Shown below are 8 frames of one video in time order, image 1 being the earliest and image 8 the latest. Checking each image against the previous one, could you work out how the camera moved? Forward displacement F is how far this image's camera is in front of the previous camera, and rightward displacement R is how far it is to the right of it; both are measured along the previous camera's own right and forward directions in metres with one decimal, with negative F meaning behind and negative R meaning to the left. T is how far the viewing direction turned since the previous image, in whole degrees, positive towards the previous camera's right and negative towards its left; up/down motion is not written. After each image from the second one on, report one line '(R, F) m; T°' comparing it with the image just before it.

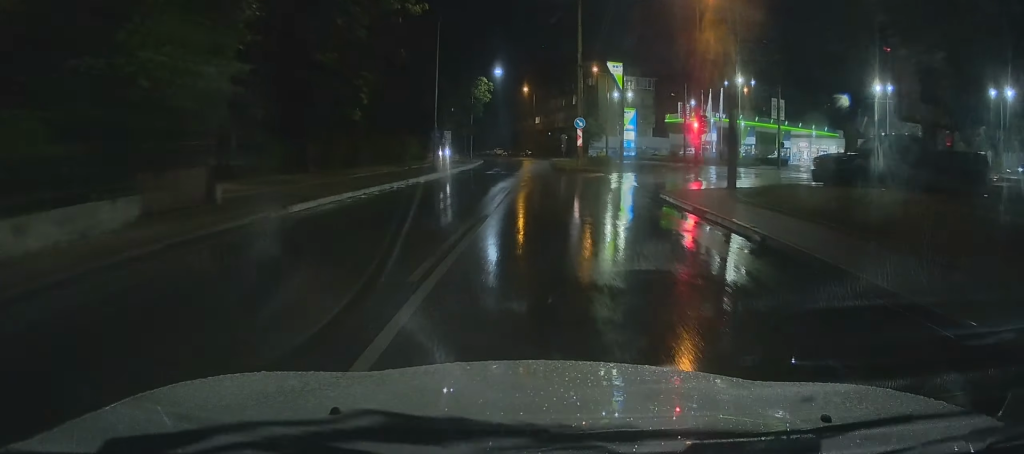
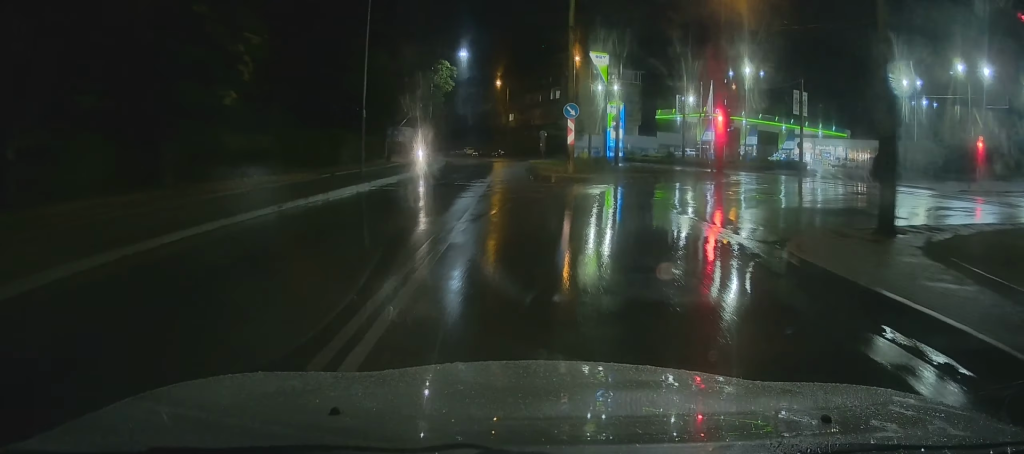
(-0.1, +11.5) m; +2°
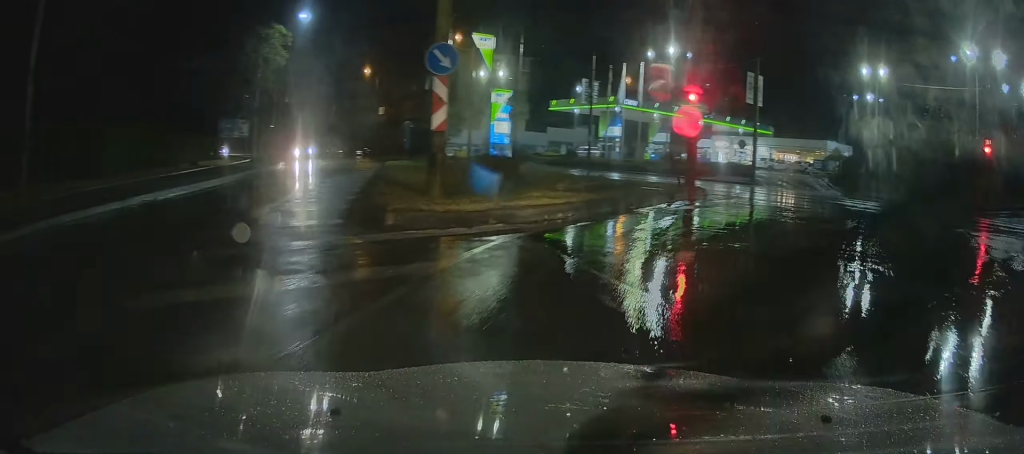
(+1.2, +14.1) m; +15°
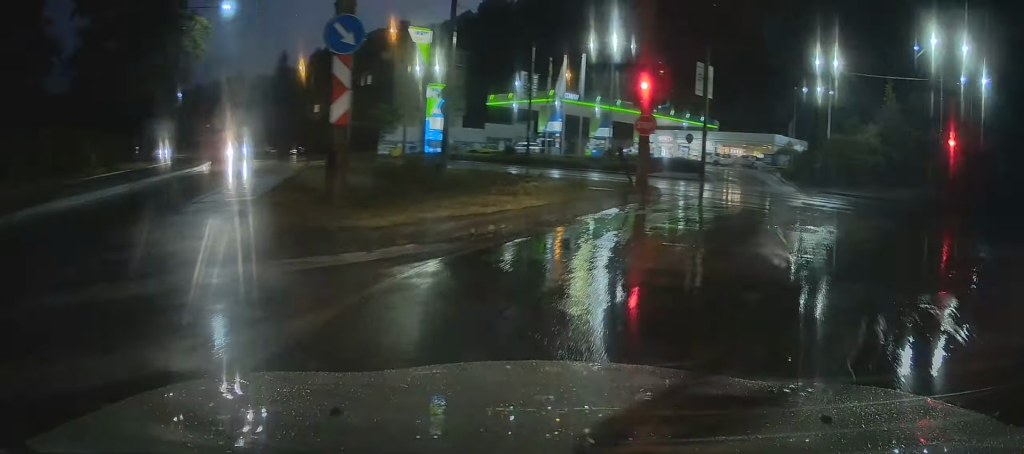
(+0.3, +2.0) m; +7°
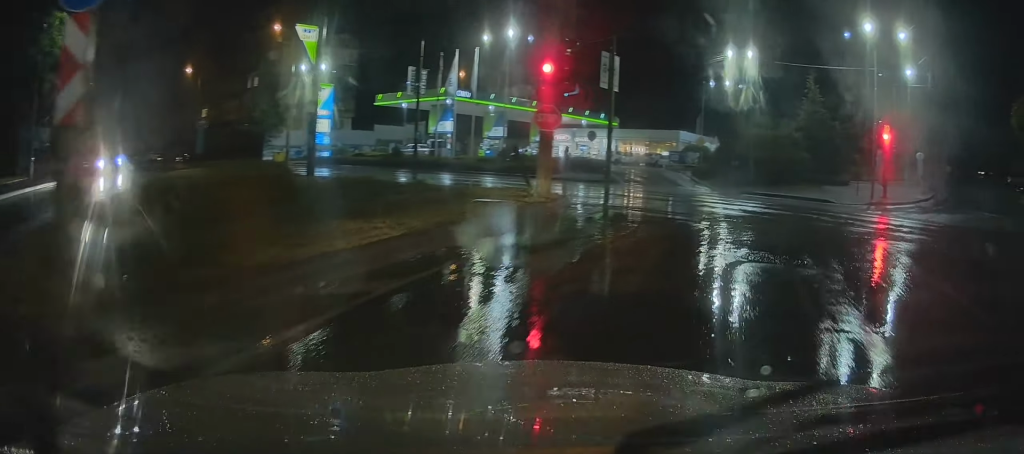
(+0.4, +3.5) m; +13°
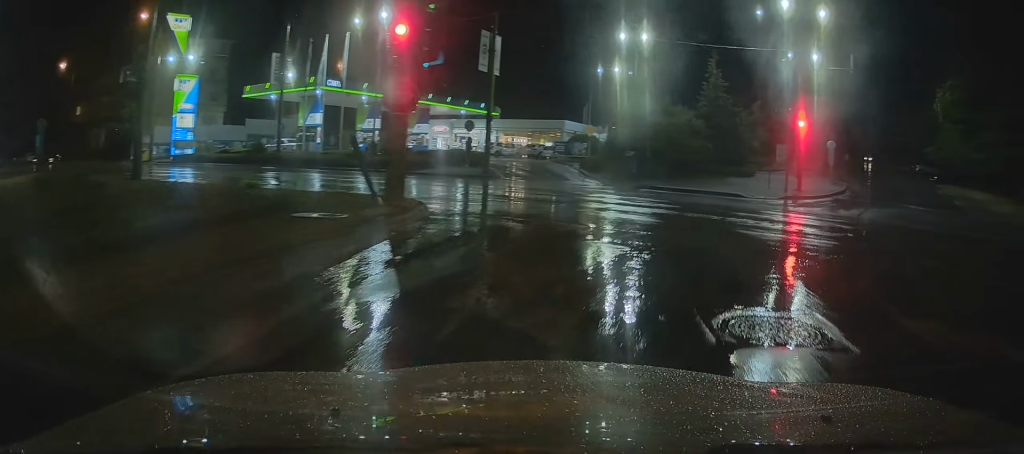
(+0.5, +3.2) m; +17°
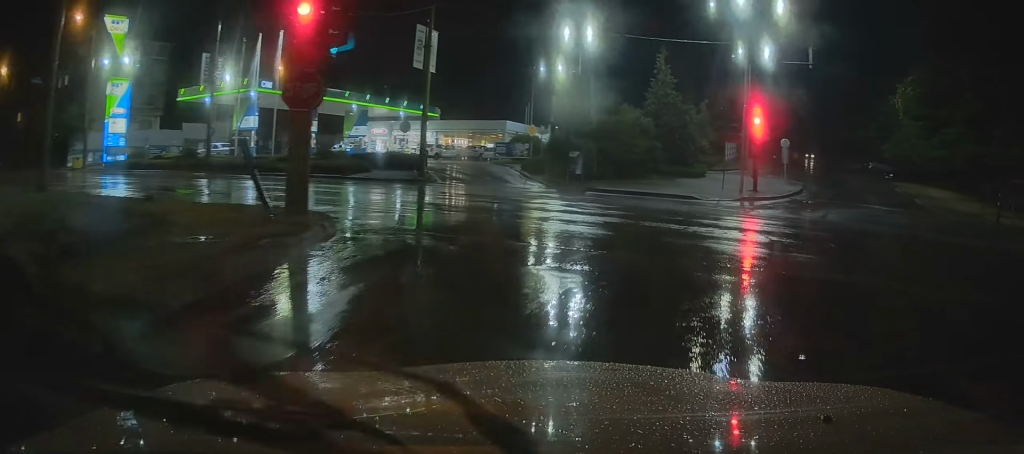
(+0.2, +1.6) m; +8°
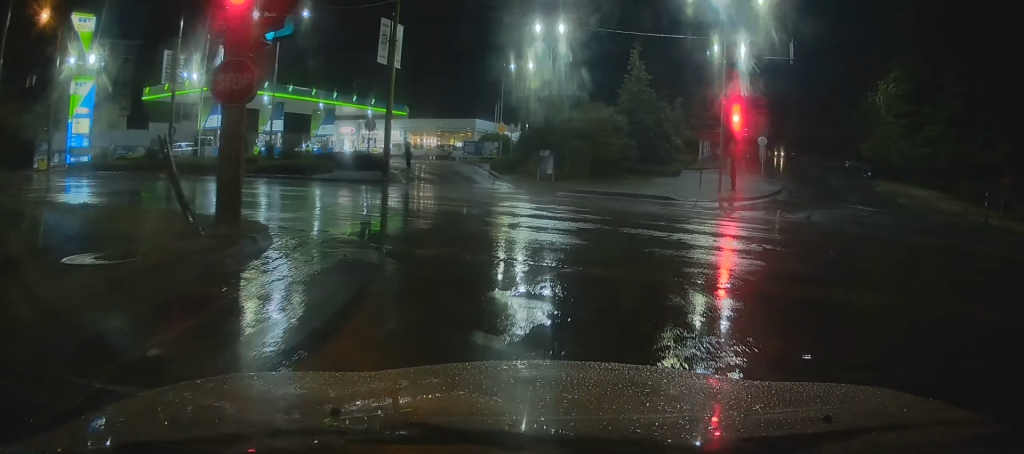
(0.0, +1.0) m; 0°
